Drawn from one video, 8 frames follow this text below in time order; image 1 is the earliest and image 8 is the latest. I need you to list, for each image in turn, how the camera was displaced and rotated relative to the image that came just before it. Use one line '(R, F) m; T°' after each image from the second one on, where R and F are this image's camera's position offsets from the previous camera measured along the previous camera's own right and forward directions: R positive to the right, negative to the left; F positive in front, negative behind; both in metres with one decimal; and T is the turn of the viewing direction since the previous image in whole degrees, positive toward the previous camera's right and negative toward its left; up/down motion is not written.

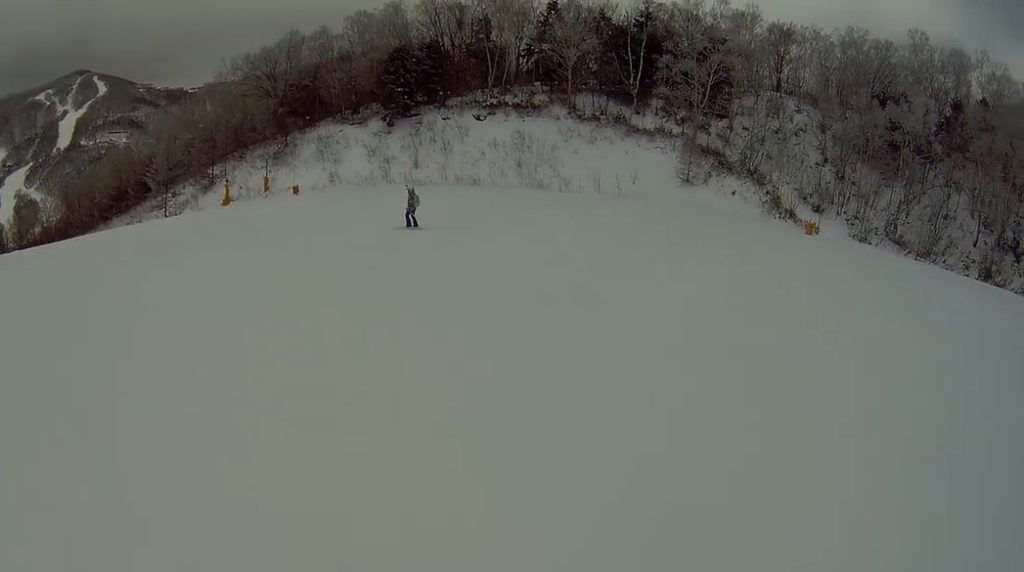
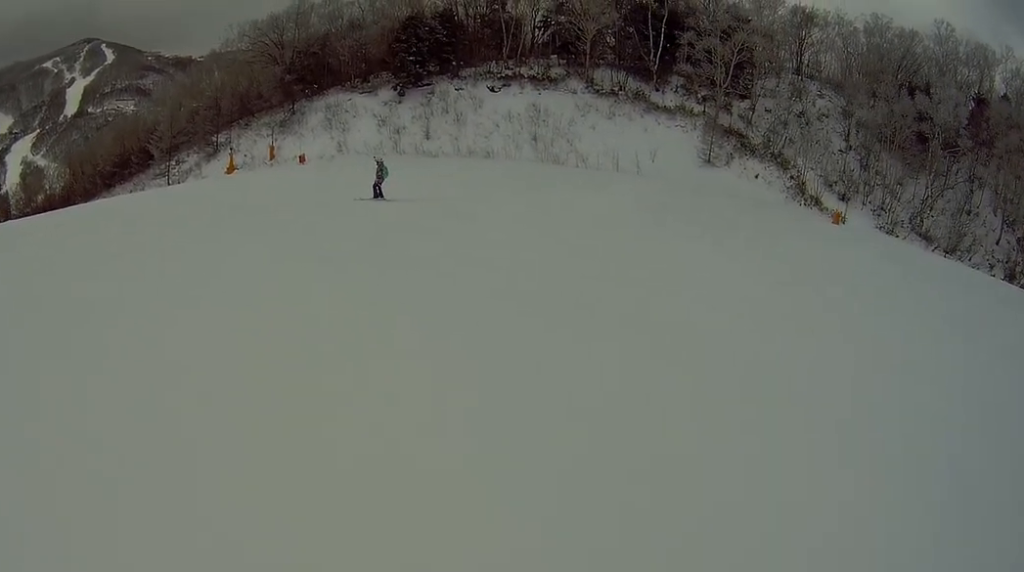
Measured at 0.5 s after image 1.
(0.0, +2.1) m; 0°
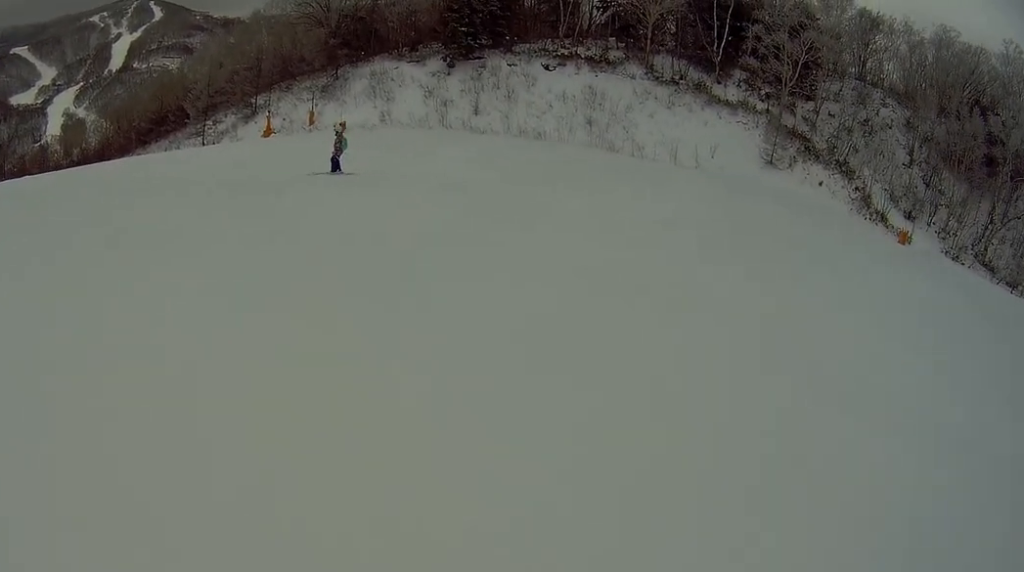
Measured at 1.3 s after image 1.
(0.0, +3.3) m; -1°
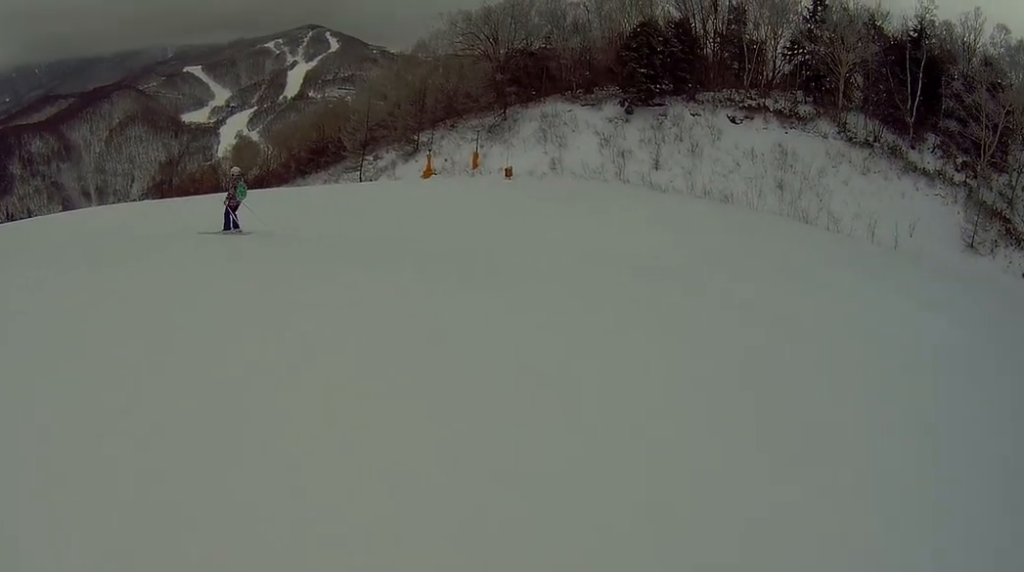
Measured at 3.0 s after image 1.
(-0.7, +7.1) m; -24°
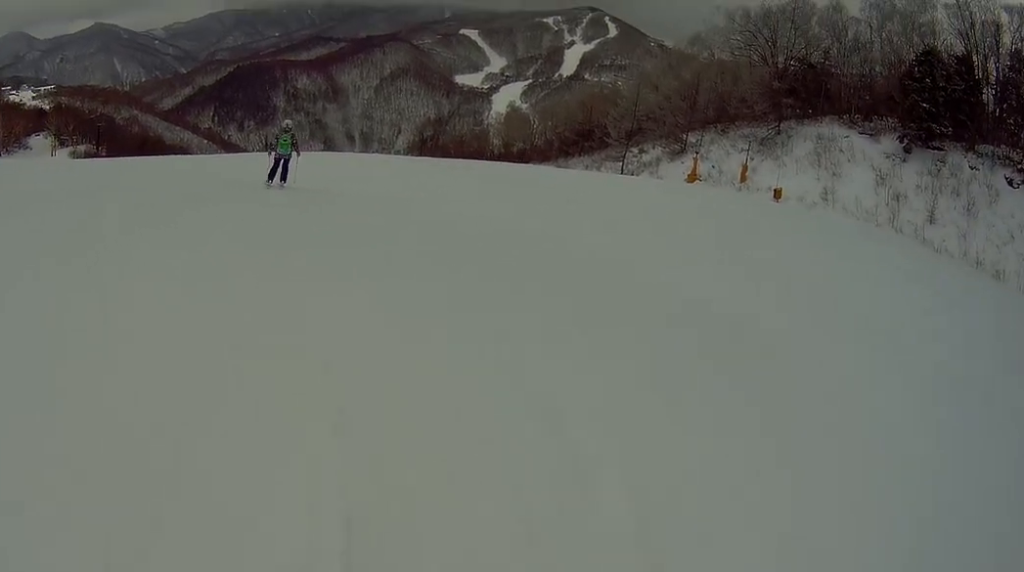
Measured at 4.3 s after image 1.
(-1.3, +5.4) m; -22°
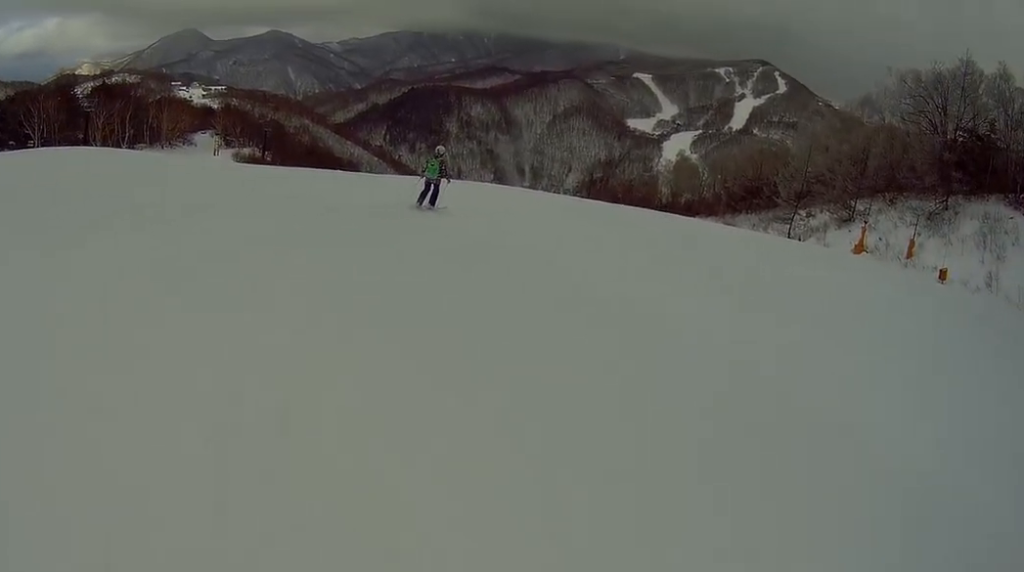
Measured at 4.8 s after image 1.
(+0.3, +2.2) m; -10°
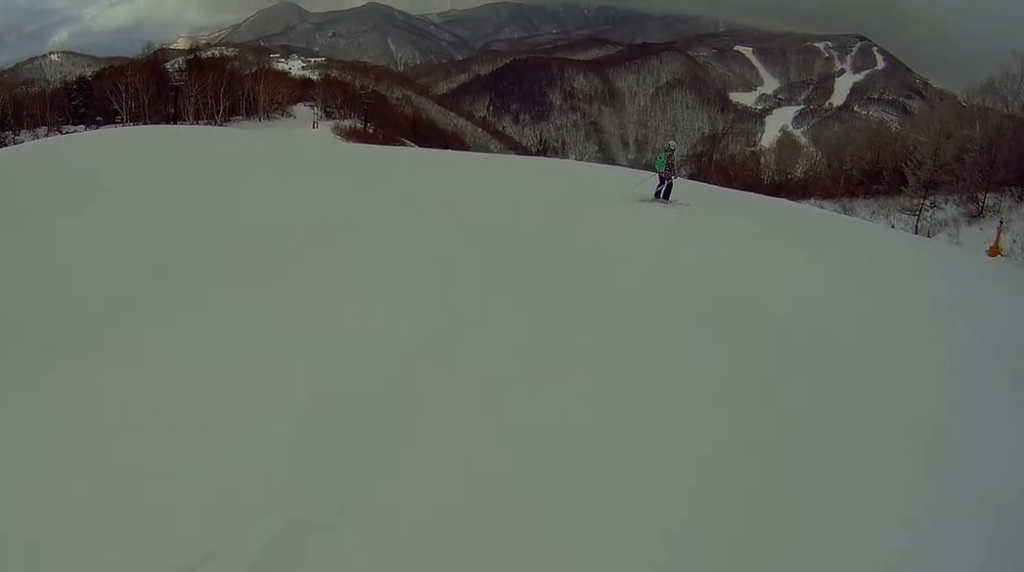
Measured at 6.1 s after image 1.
(-1.7, +5.0) m; -21°
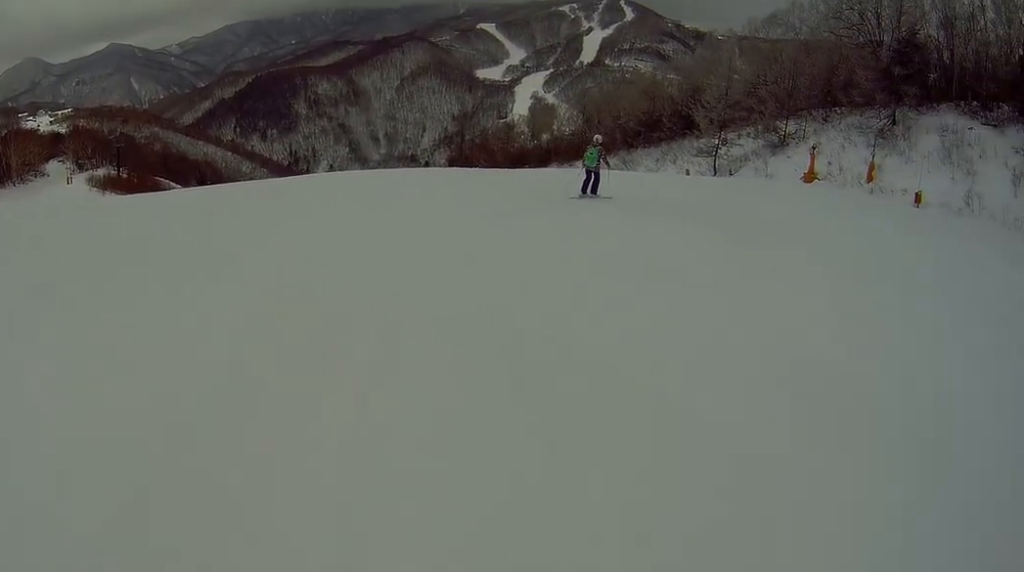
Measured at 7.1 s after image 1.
(0.0, +4.0) m; +5°
